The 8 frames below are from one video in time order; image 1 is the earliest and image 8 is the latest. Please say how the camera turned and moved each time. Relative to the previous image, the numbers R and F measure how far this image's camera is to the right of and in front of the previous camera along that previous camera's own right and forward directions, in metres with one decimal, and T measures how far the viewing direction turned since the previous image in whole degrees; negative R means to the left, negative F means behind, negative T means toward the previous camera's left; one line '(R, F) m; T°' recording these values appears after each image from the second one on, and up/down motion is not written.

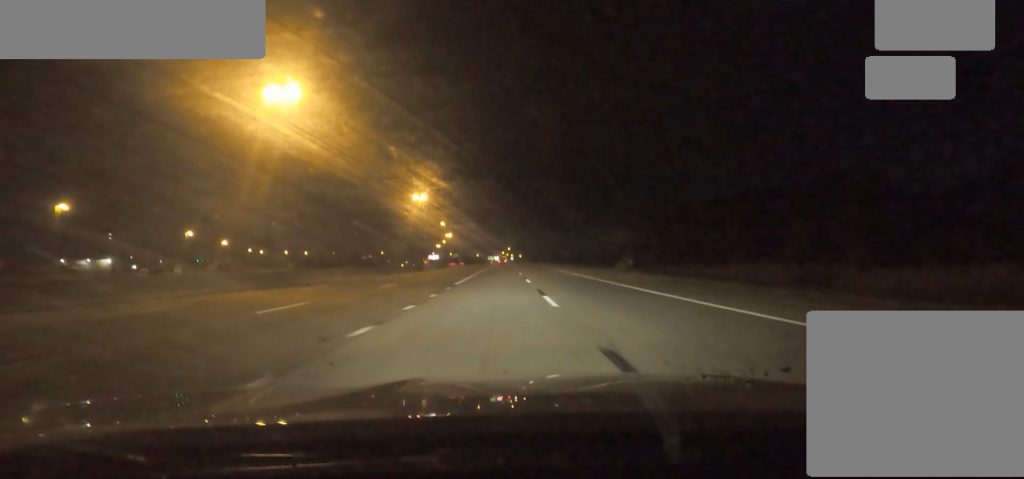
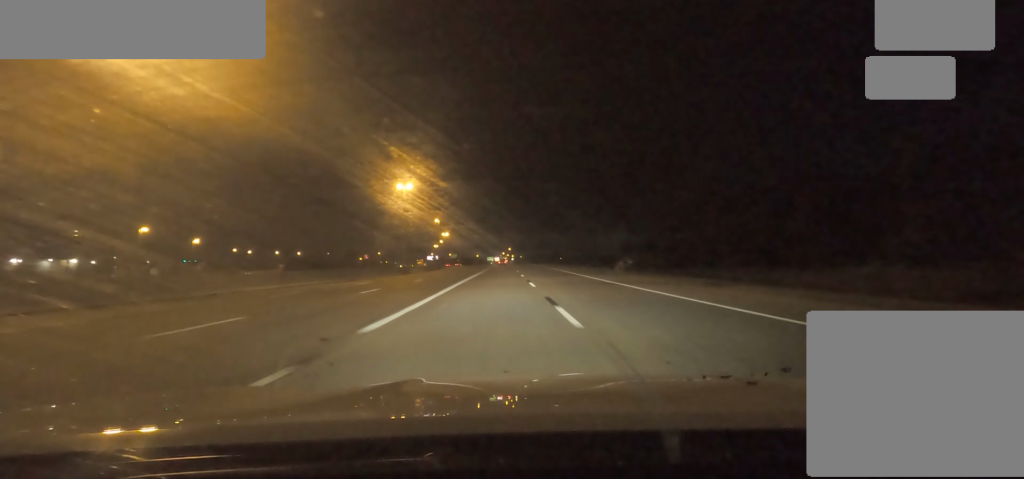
(0.0, +17.3) m; 0°
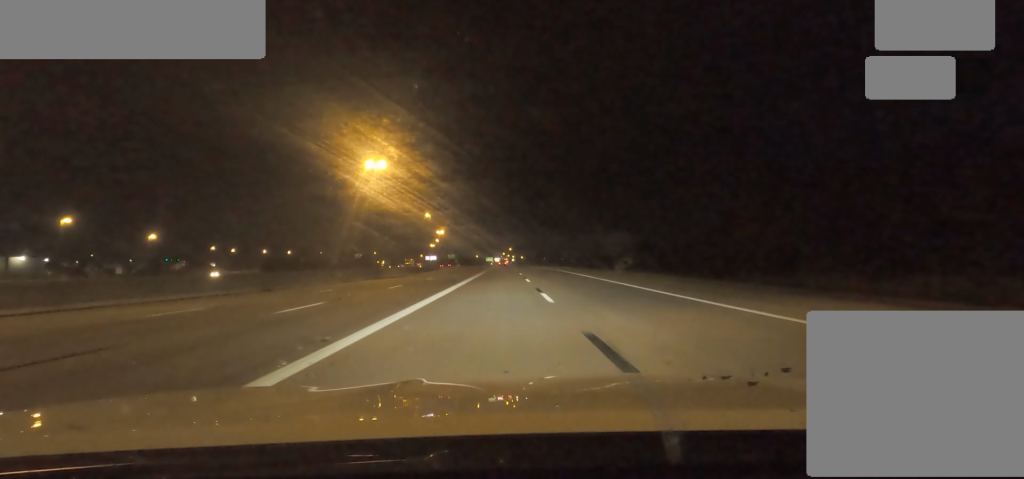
(0.0, +21.8) m; 0°
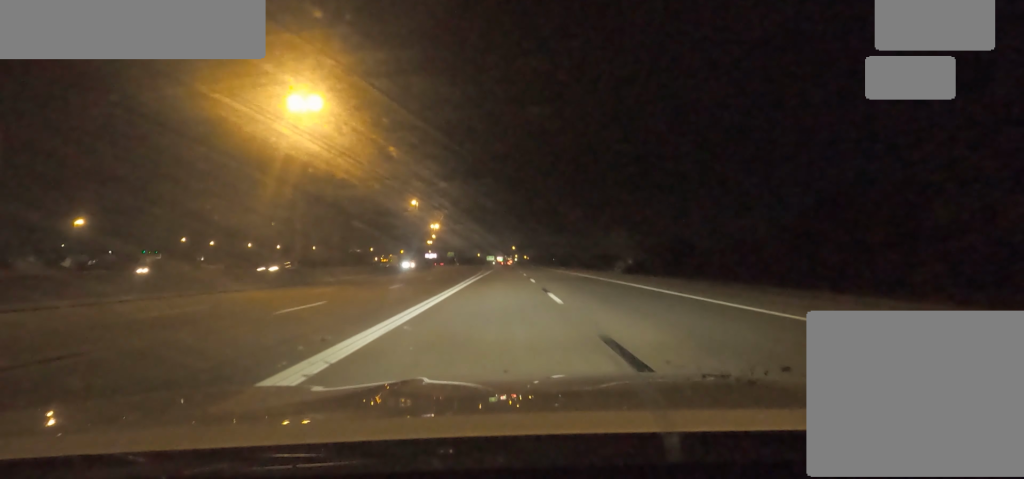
(0.0, +27.3) m; 0°
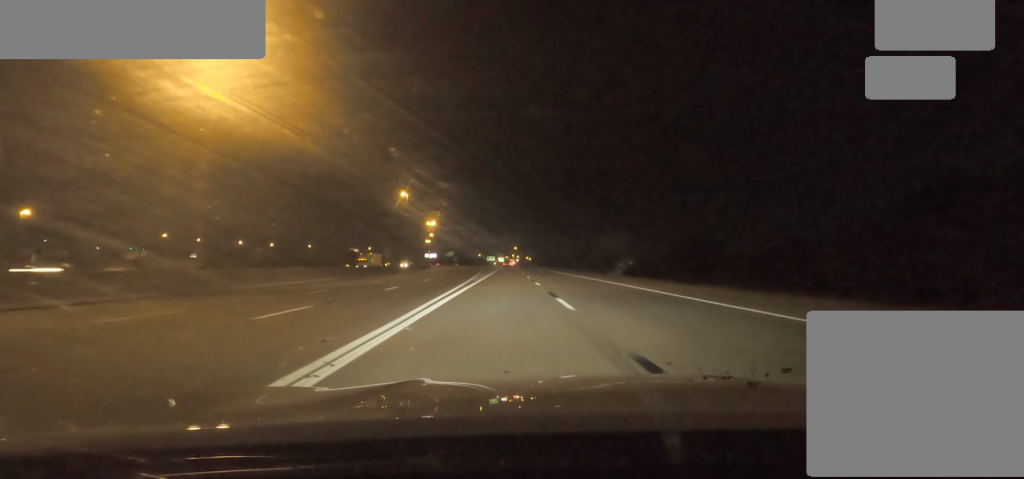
(0.0, +15.5) m; 0°
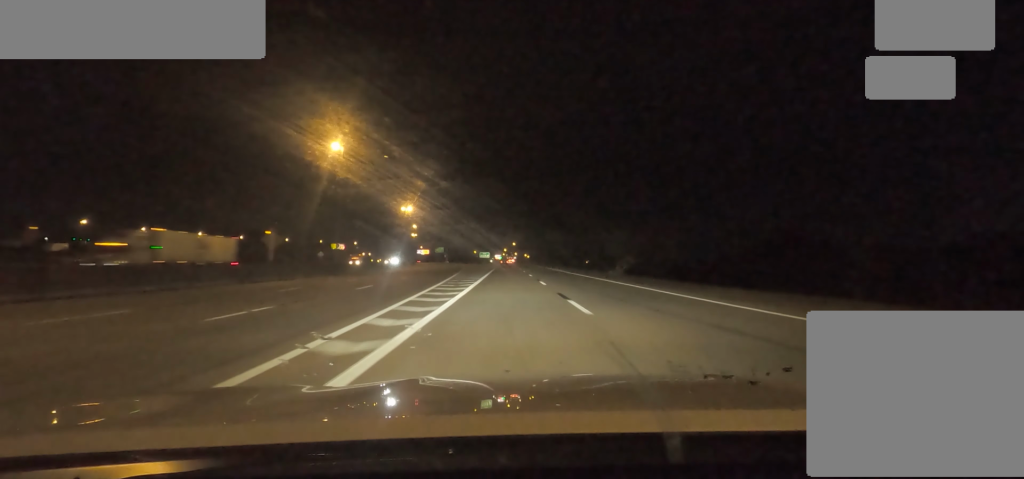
(0.0, +41.0) m; 0°
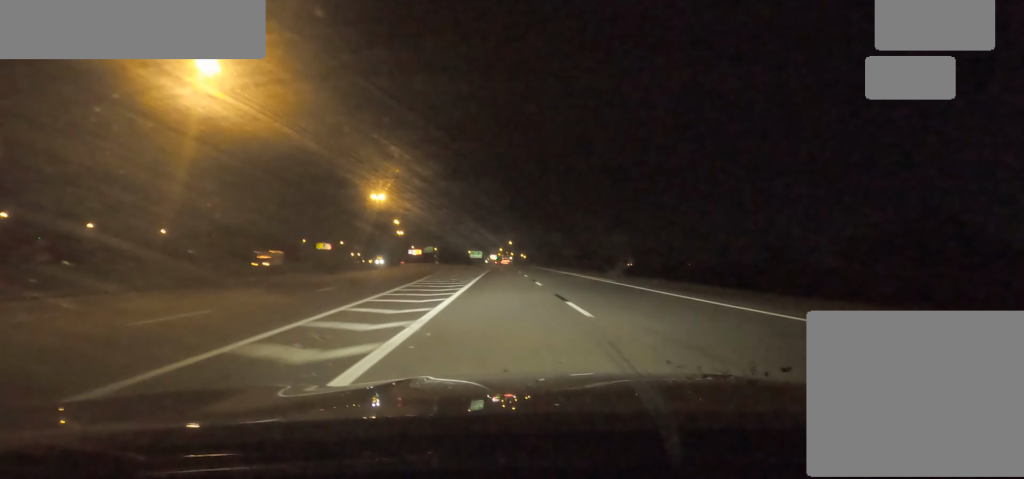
(0.0, +27.5) m; 0°
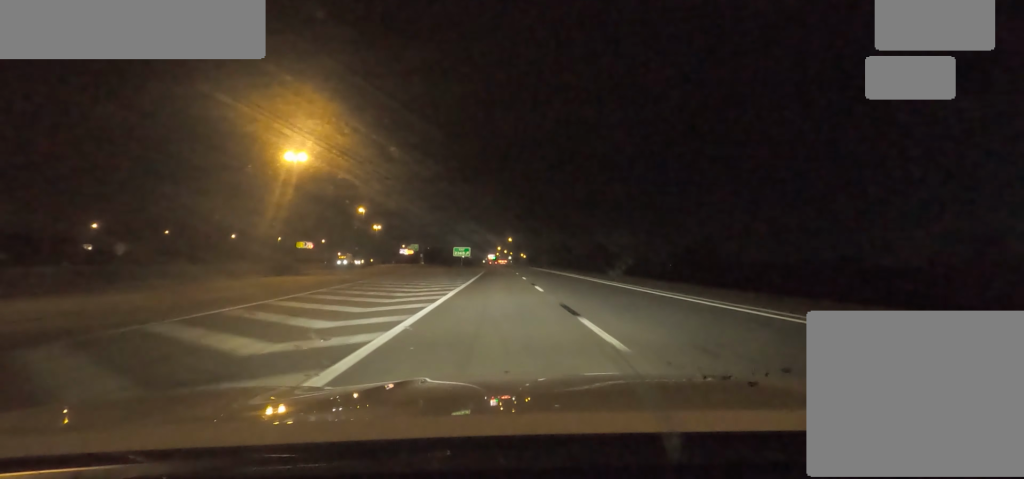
(0.0, +44.7) m; 0°
